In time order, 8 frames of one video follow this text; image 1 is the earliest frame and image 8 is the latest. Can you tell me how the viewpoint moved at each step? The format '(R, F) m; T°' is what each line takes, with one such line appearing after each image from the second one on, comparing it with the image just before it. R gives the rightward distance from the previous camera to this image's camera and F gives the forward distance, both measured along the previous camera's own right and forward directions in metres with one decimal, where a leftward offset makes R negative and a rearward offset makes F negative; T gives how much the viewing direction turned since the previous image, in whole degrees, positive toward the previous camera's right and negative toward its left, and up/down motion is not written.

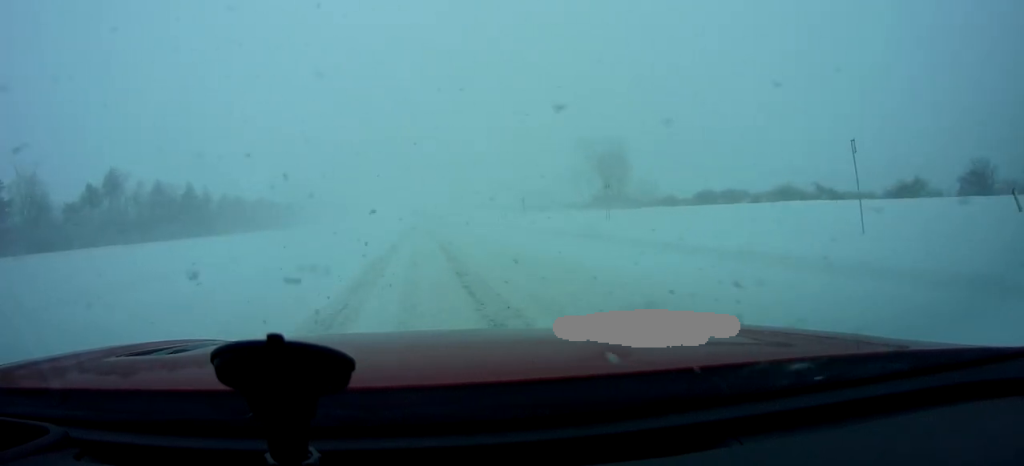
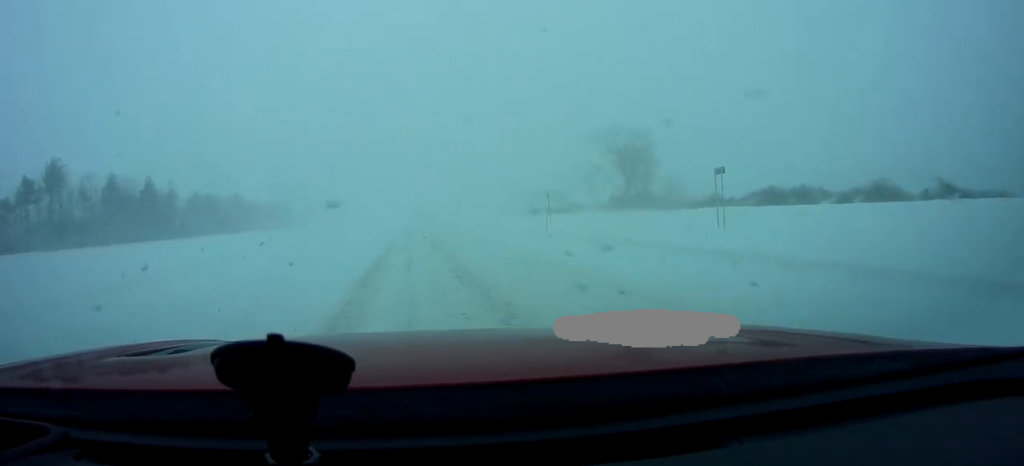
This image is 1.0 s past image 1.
(-0.3, +16.2) m; 0°
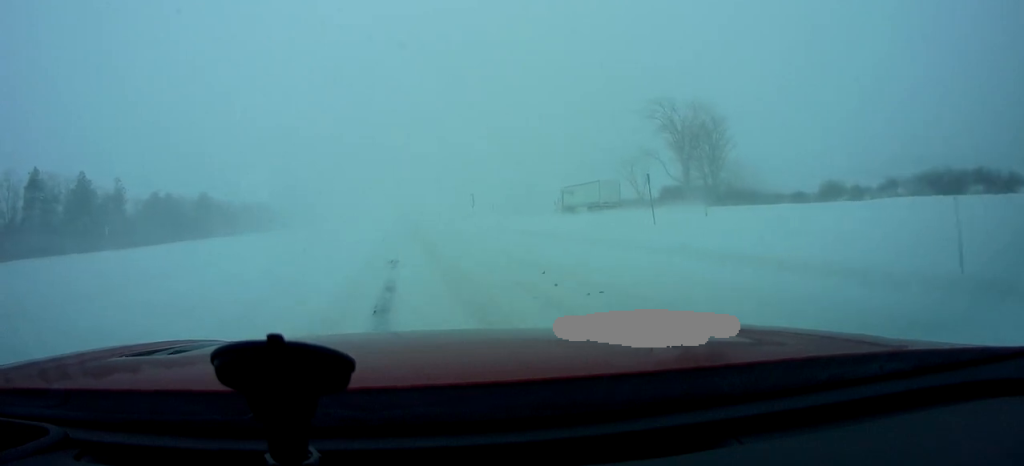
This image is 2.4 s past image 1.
(+0.3, +23.7) m; 0°
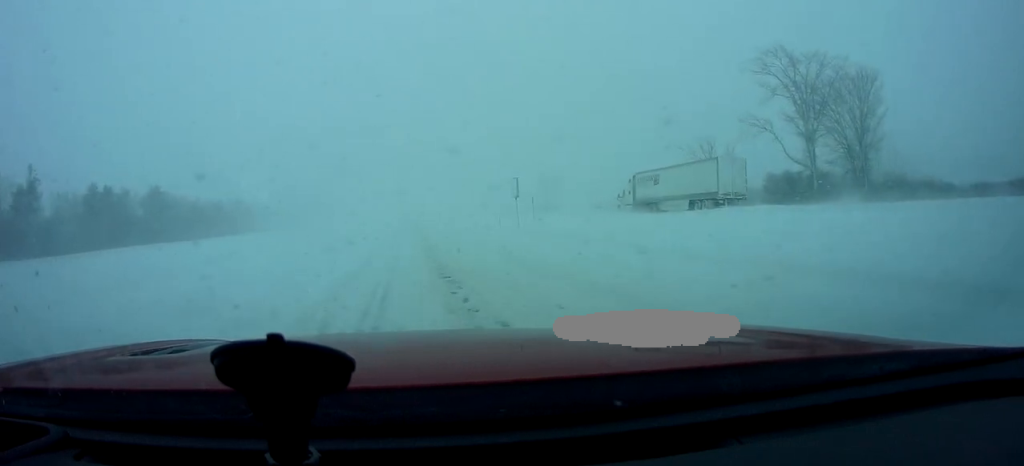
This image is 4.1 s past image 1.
(-0.8, +27.6) m; 0°
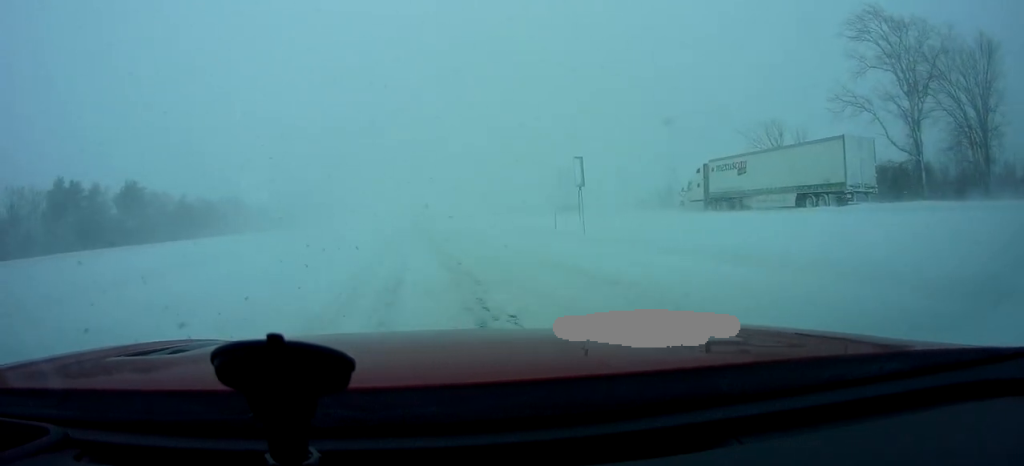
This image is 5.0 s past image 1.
(+0.3, +13.2) m; +1°
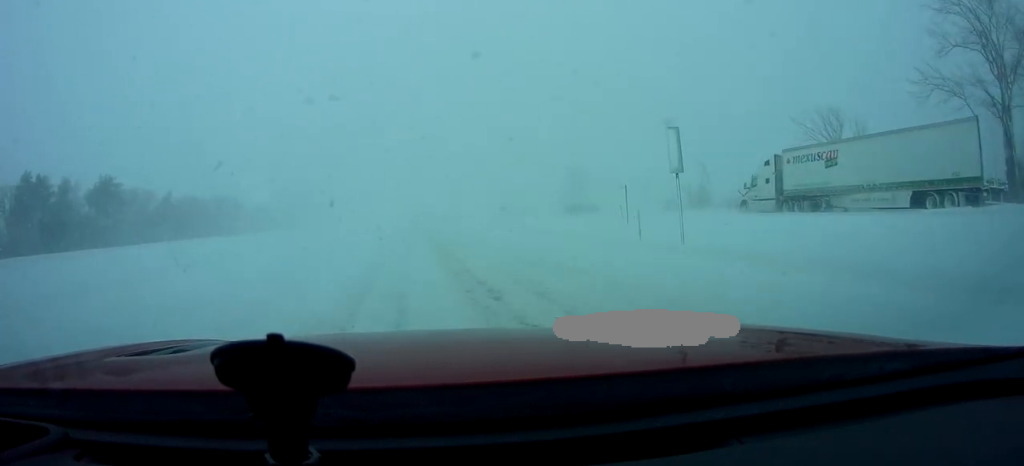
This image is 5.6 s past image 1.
(0.0, +9.5) m; 0°
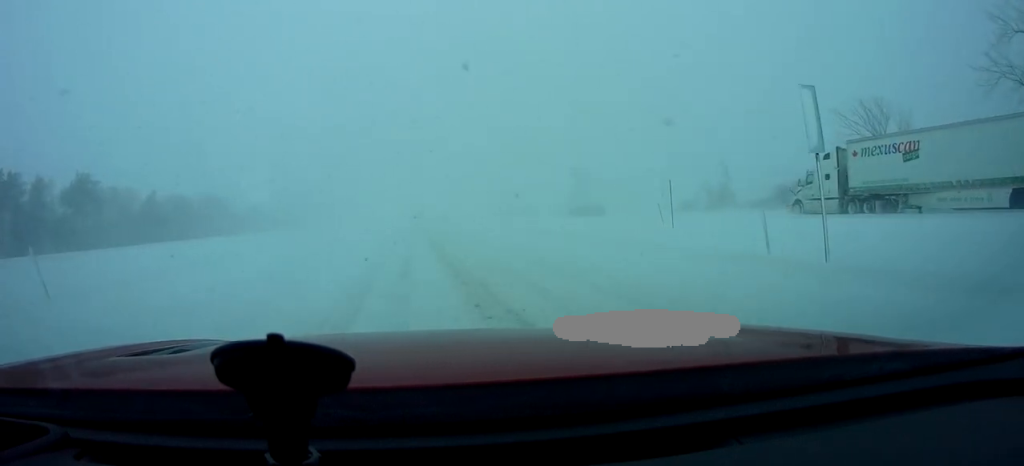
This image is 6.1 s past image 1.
(+0.1, +6.5) m; -1°
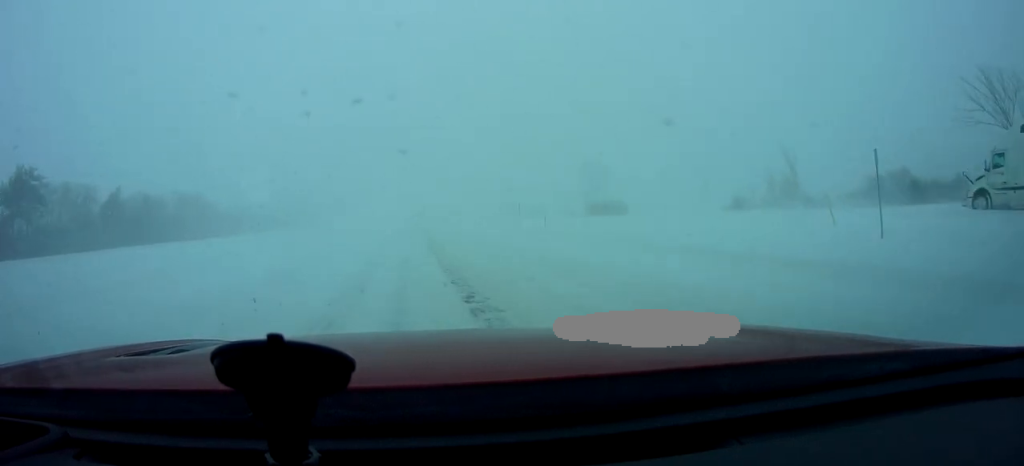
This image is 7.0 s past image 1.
(-0.3, +14.5) m; -2°
